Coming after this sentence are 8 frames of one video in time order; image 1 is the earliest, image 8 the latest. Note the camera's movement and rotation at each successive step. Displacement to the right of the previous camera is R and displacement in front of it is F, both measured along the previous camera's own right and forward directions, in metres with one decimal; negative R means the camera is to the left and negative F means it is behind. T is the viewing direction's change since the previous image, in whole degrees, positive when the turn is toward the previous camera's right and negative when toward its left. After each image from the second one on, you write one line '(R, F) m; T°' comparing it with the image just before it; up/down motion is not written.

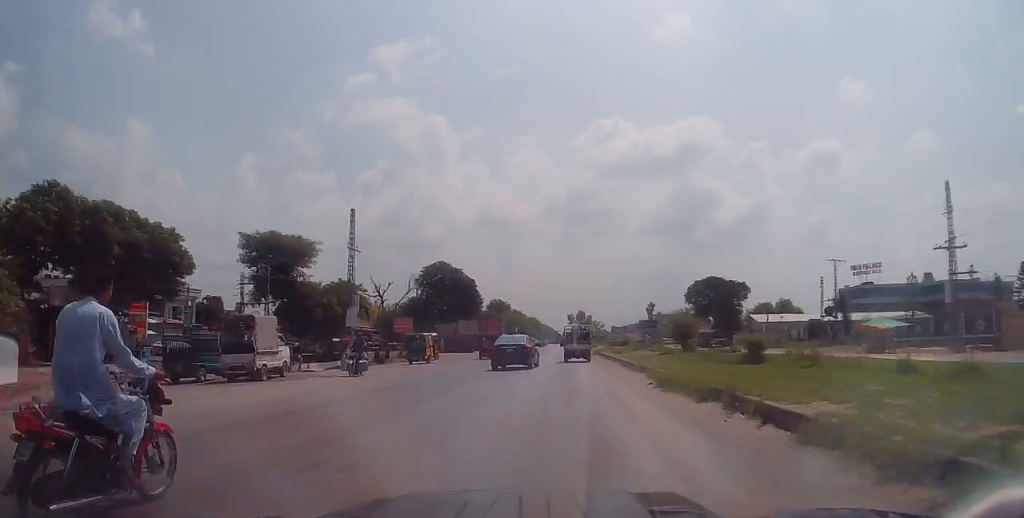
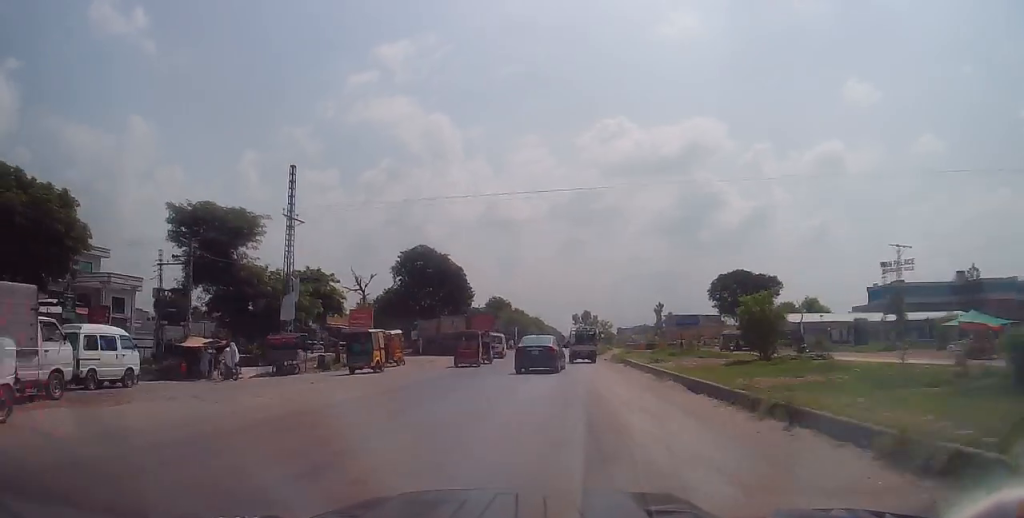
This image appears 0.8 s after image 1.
(+0.2, +12.2) m; 0°
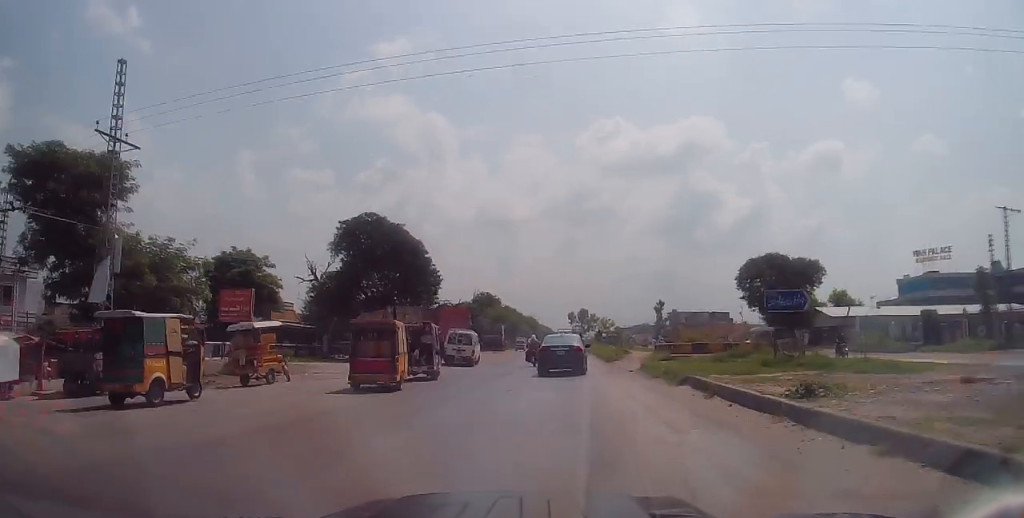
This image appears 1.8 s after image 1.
(-0.1, +15.3) m; 0°
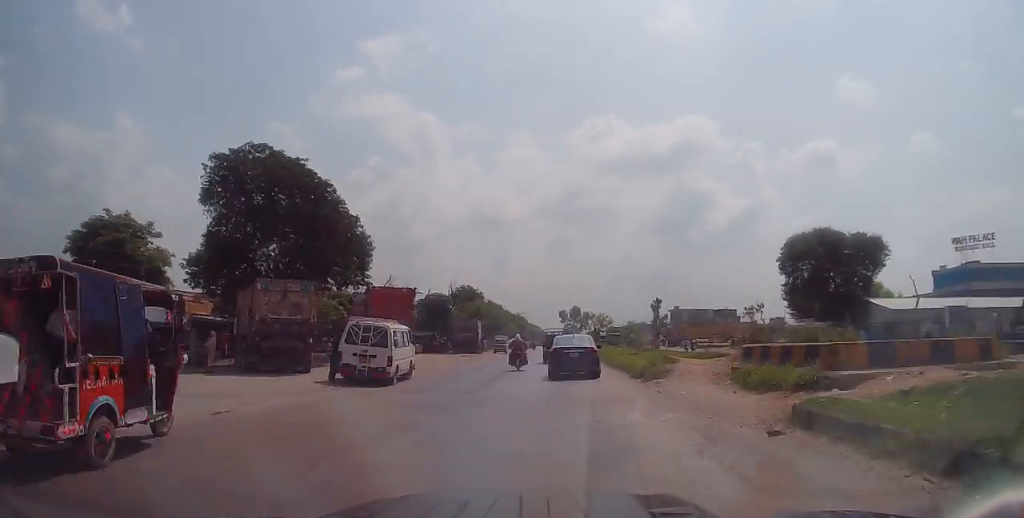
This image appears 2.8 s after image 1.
(+0.2, +15.8) m; 0°
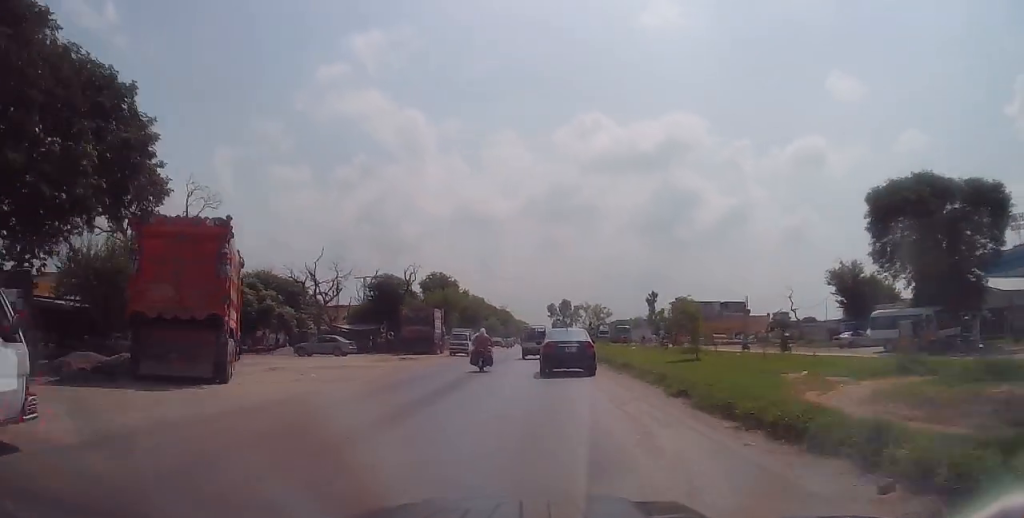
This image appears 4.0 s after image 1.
(-0.3, +17.9) m; 0°
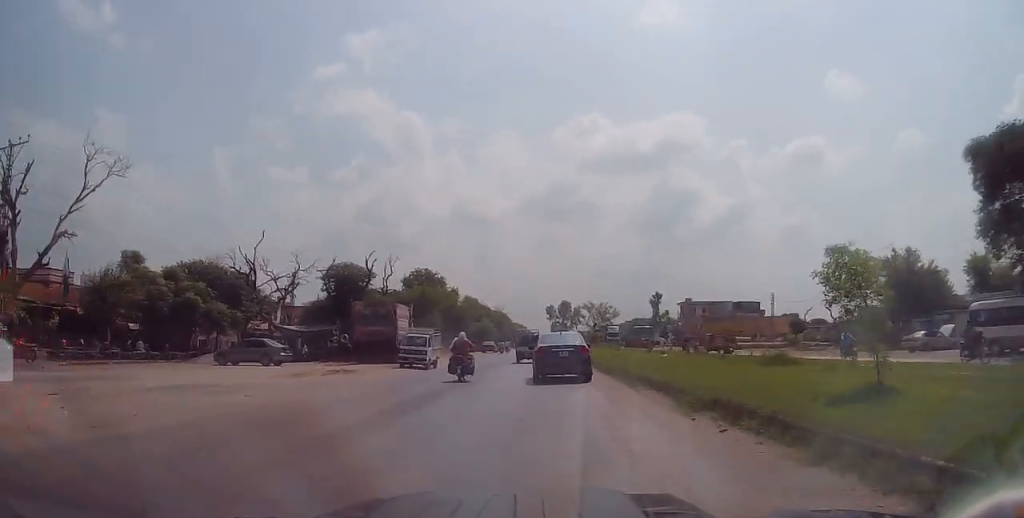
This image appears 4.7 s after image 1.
(+0.2, +11.3) m; +1°
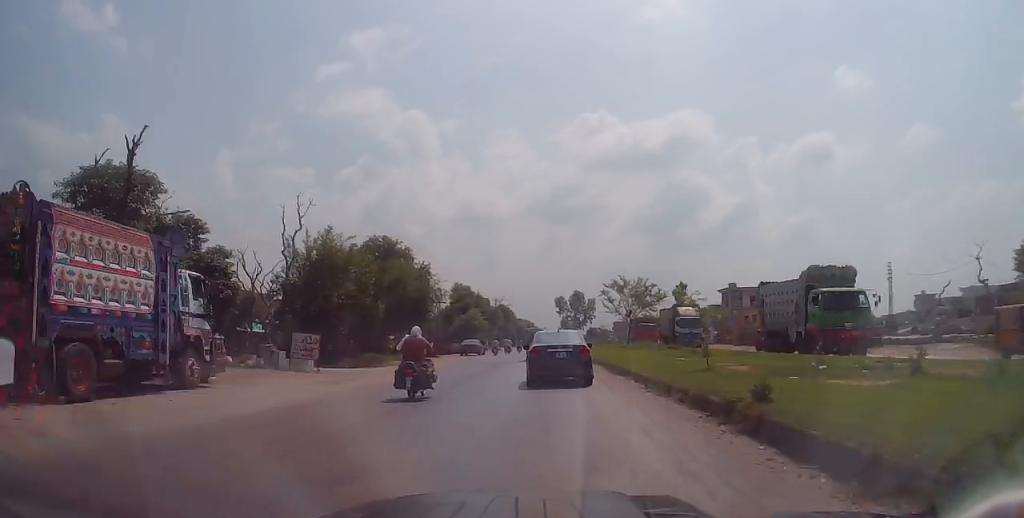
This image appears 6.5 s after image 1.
(0.0, +26.9) m; -1°
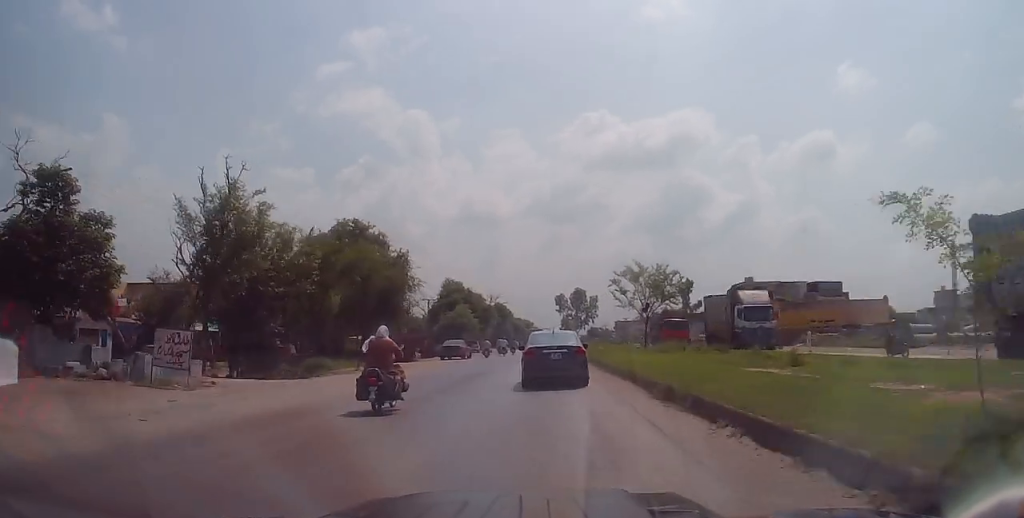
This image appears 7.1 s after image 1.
(-0.3, +9.5) m; 0°
